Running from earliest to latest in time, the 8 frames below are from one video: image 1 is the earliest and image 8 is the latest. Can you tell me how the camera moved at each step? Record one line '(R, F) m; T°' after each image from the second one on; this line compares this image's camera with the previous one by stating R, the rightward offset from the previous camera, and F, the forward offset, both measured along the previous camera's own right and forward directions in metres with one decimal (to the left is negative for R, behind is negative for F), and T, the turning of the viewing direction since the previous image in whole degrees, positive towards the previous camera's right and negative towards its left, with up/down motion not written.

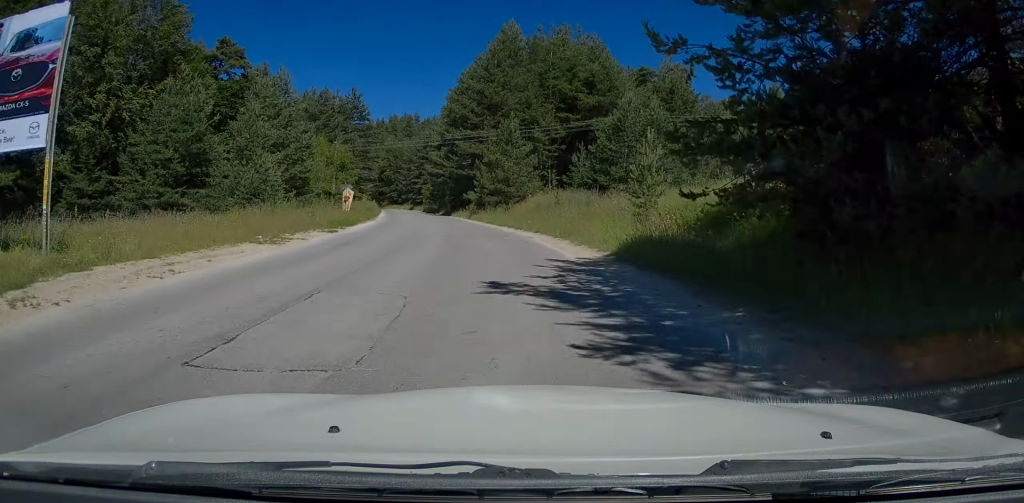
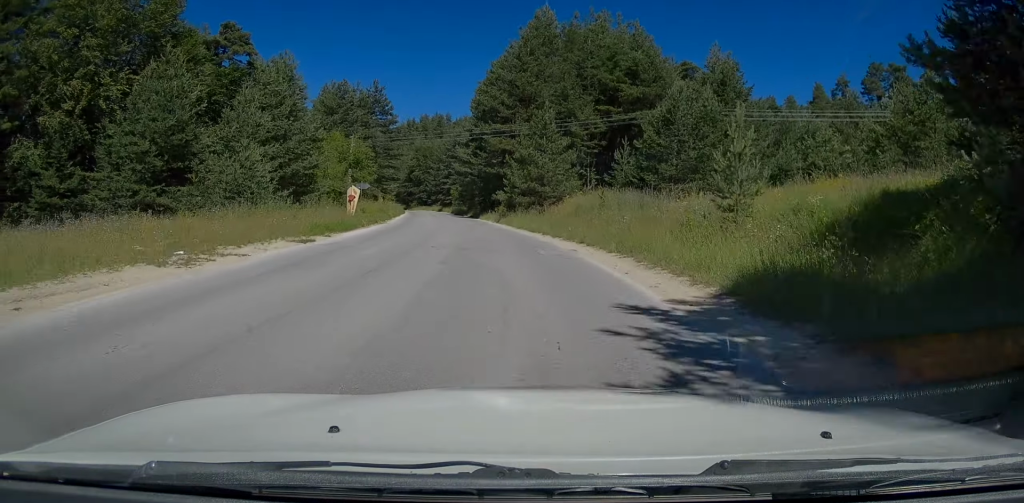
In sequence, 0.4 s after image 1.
(-0.2, +6.3) m; -3°
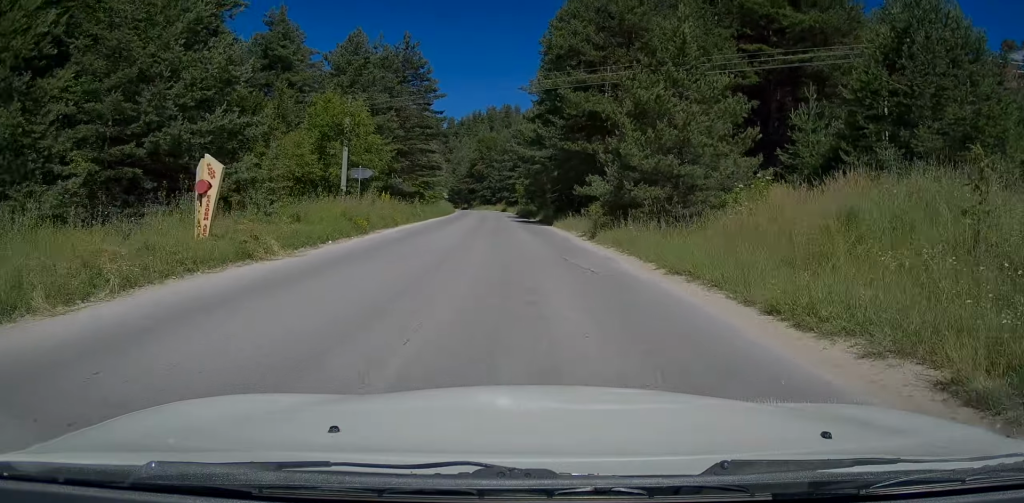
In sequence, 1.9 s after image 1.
(-1.7, +22.4) m; -7°
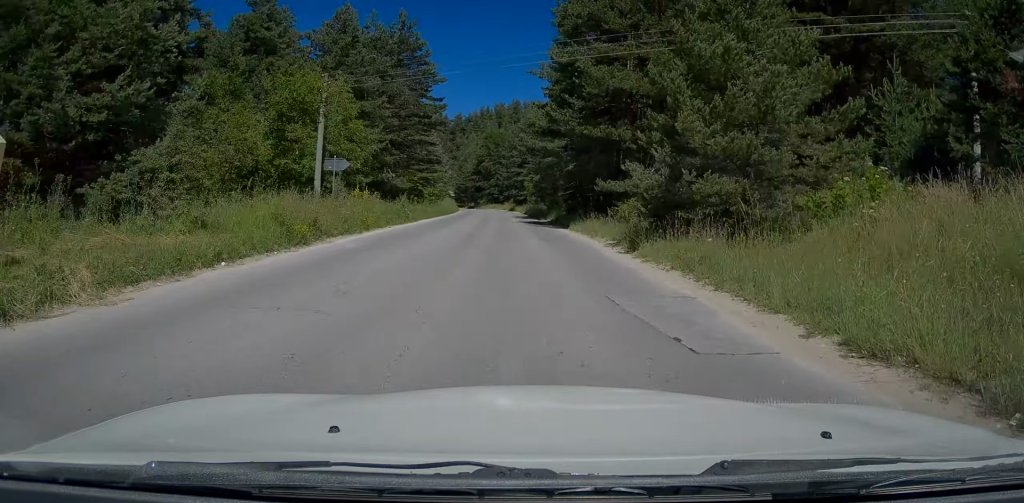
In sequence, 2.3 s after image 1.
(-0.1, +6.4) m; 0°
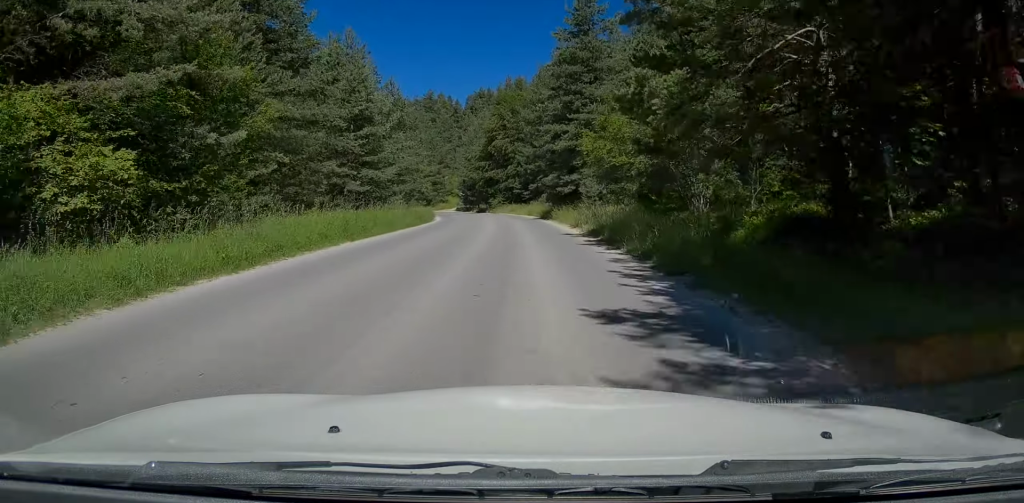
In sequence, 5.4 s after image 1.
(-1.2, +49.6) m; -2°
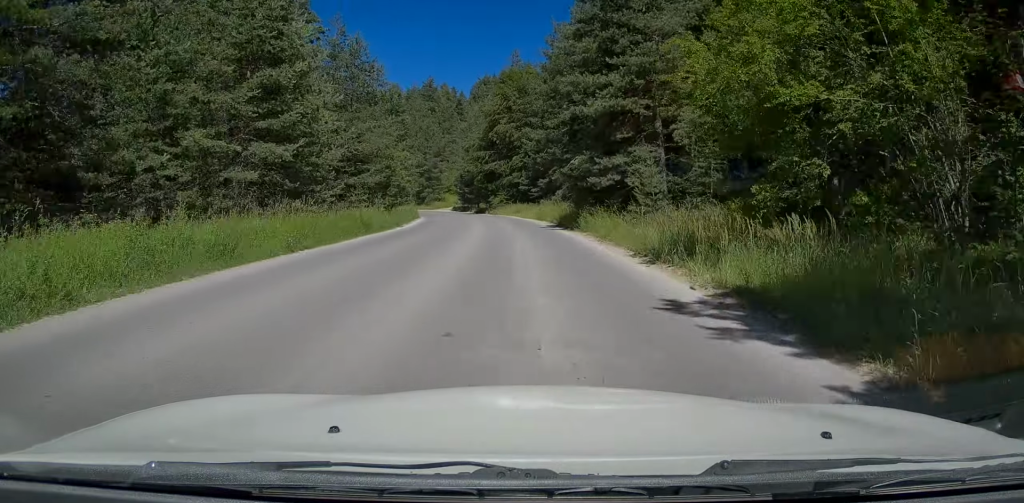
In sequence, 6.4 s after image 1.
(0.0, +16.3) m; -1°
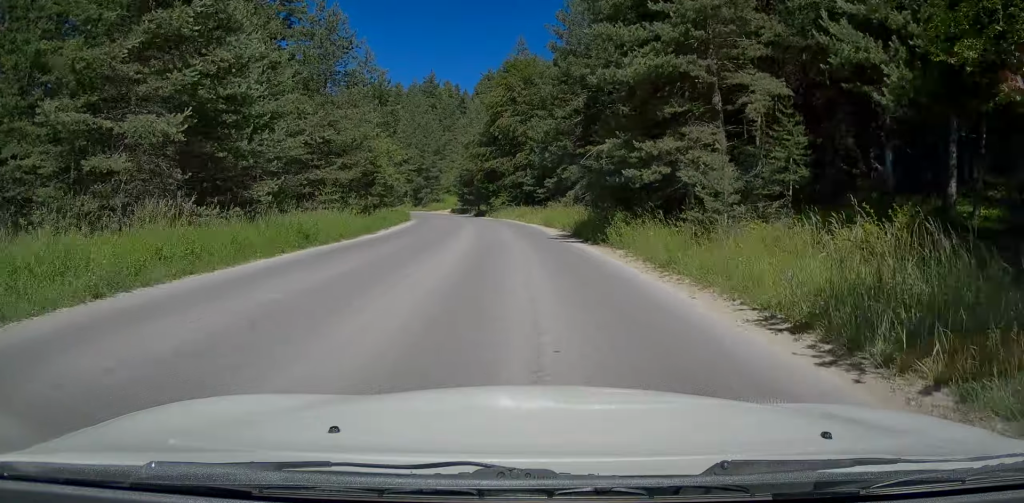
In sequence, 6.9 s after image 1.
(+0.1, +7.6) m; -1°
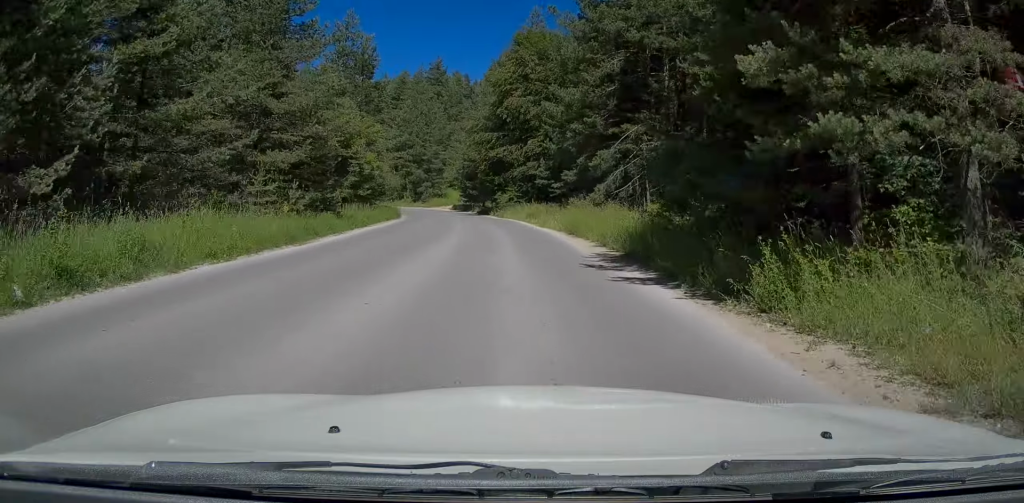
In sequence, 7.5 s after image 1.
(-0.3, +10.7) m; -2°
